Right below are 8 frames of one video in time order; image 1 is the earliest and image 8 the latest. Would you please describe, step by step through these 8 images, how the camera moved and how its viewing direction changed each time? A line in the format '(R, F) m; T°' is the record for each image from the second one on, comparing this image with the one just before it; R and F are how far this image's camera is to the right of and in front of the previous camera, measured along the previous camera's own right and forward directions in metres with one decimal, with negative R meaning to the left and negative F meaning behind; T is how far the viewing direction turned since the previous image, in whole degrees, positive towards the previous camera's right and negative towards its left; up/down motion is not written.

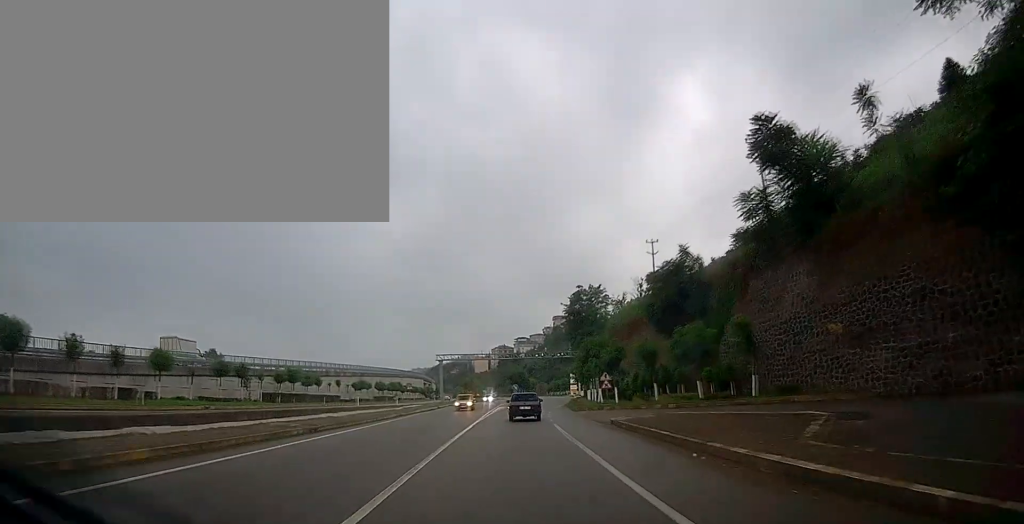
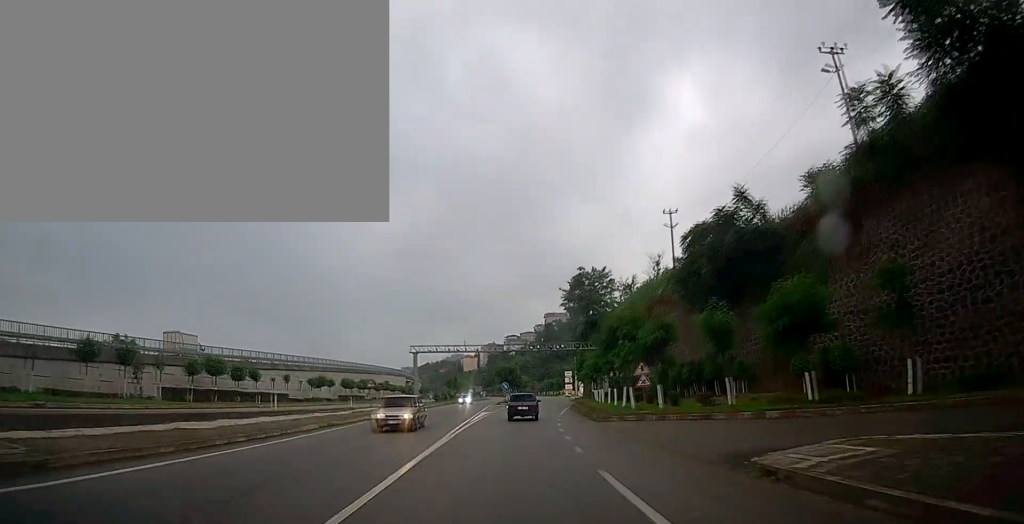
(-0.1, +14.3) m; +1°
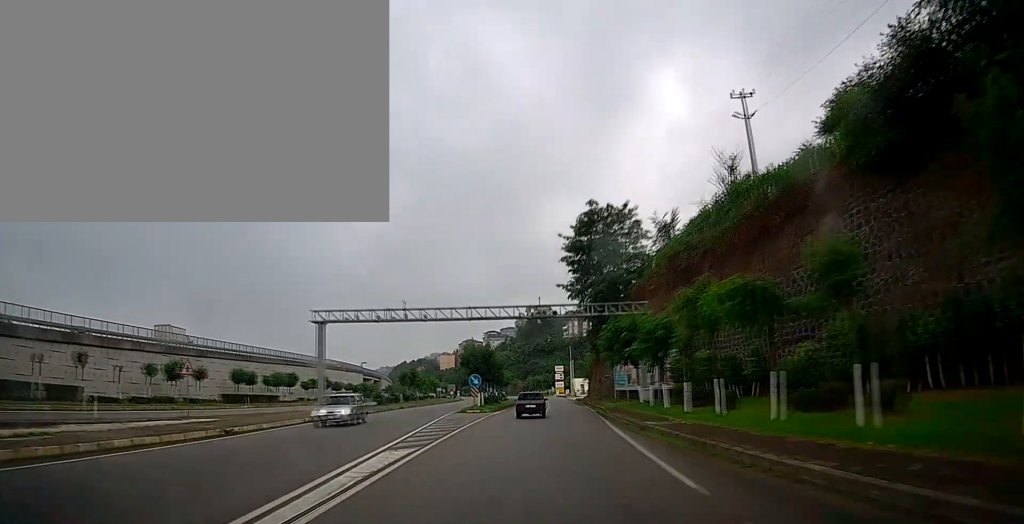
(+0.7, +28.9) m; +3°
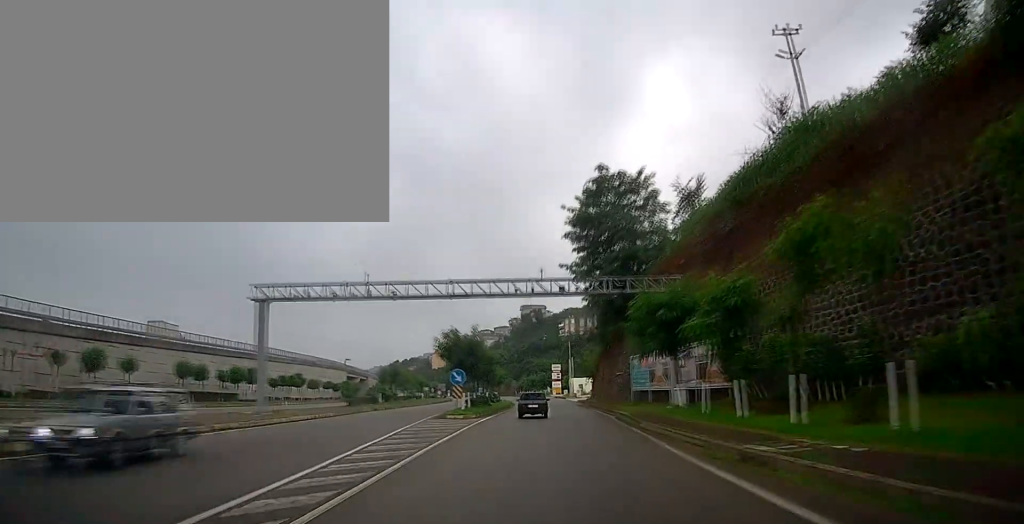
(+0.1, +9.0) m; +1°
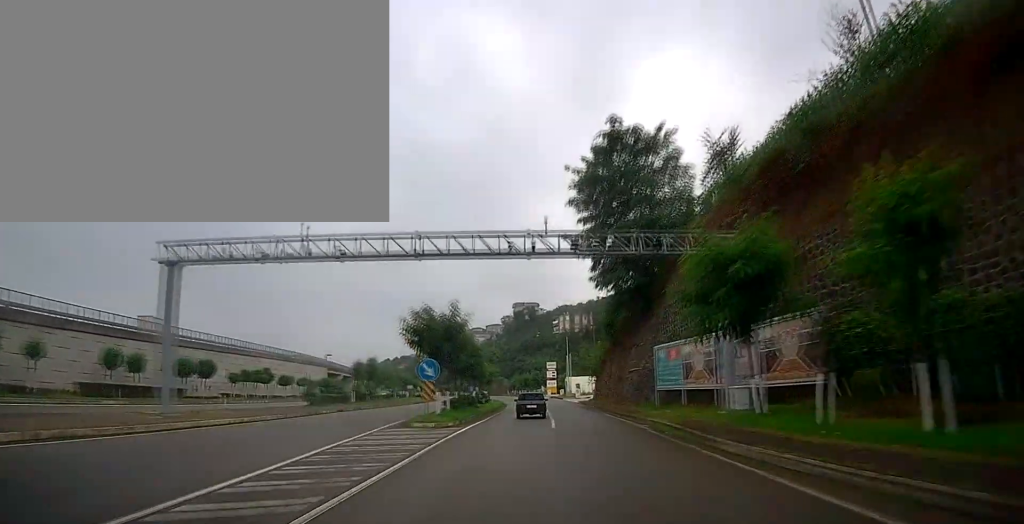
(+0.2, +8.5) m; +1°
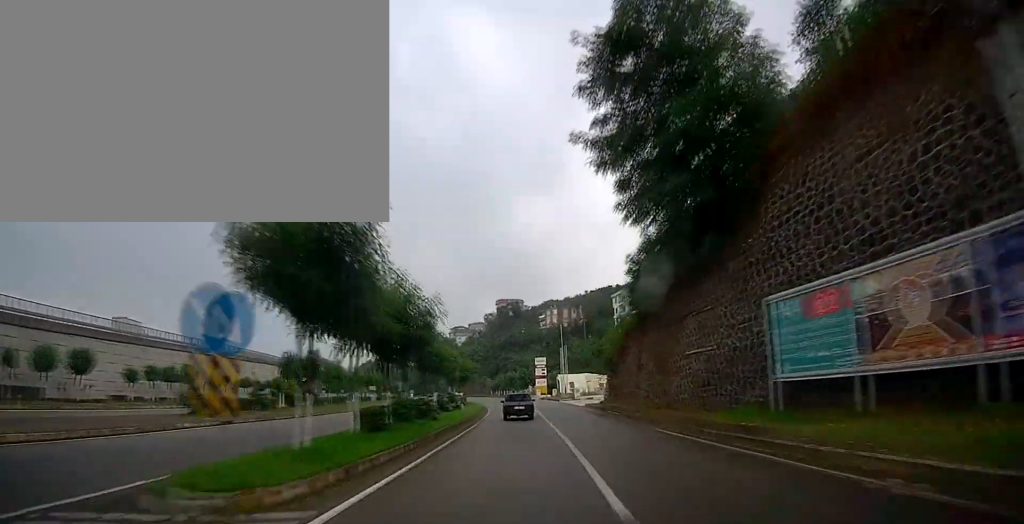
(0.0, +15.5) m; +1°
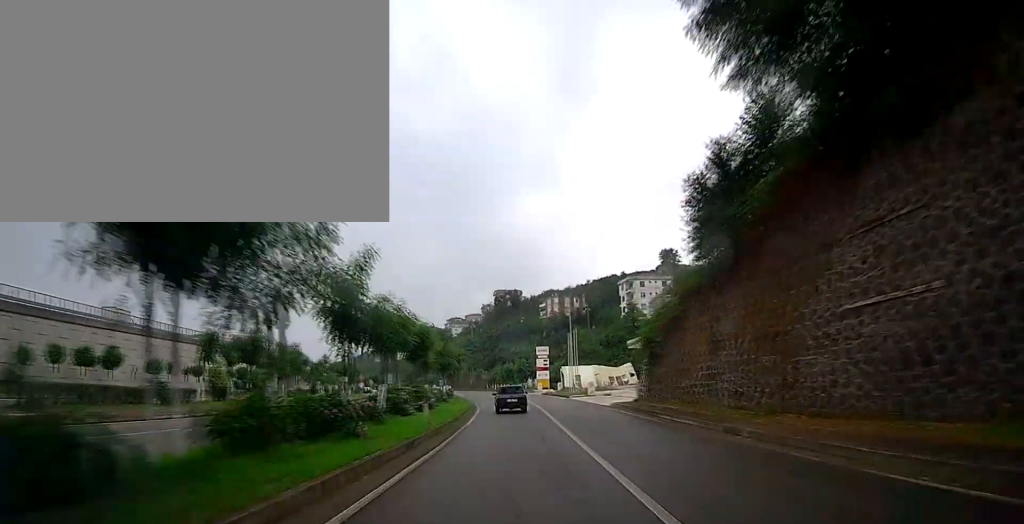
(+0.2, +12.1) m; 0°
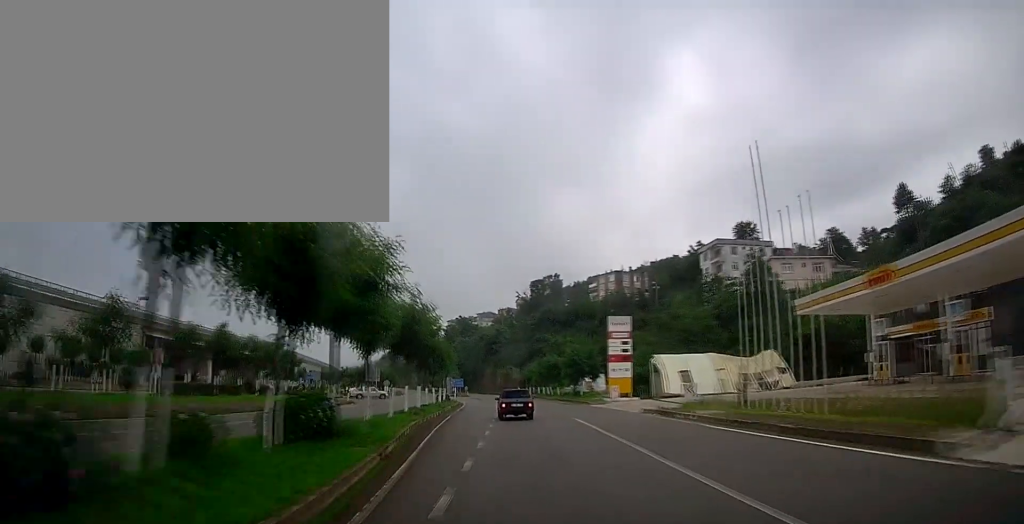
(-1.3, +41.1) m; -4°
